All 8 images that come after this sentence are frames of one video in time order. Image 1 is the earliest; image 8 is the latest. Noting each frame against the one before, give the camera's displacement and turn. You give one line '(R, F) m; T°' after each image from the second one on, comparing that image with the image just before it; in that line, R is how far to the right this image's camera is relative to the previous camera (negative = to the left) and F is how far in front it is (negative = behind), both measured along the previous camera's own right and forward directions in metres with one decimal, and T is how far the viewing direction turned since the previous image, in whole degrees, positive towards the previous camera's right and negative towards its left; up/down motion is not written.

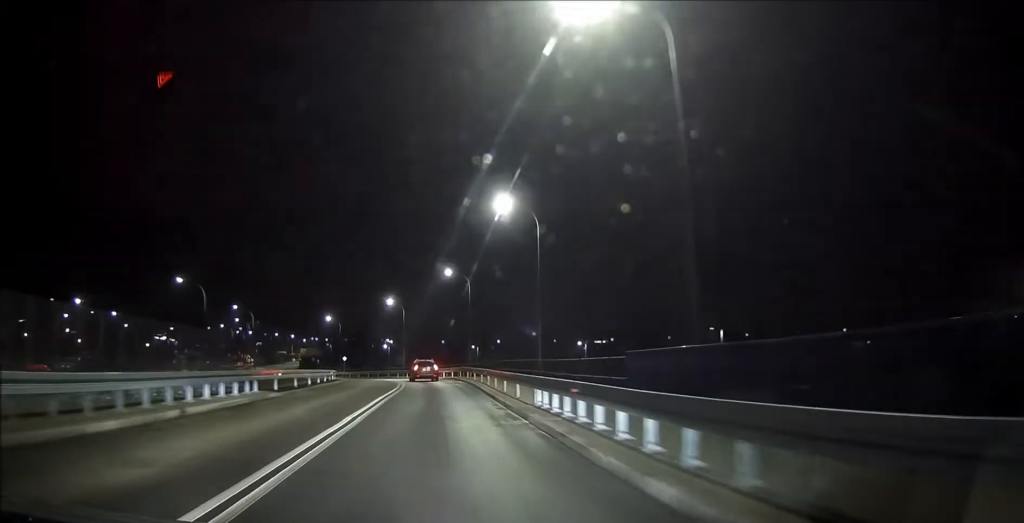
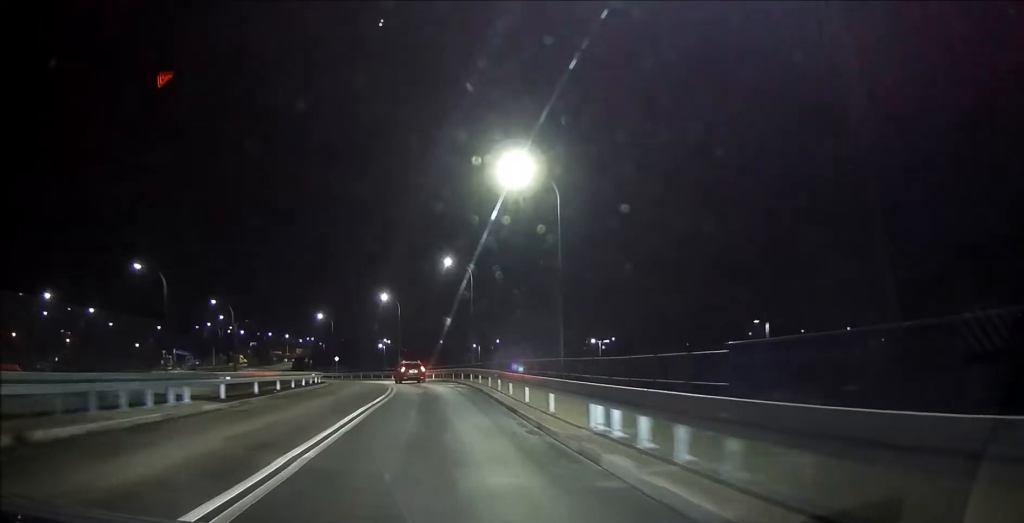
(0.0, +6.3) m; 0°
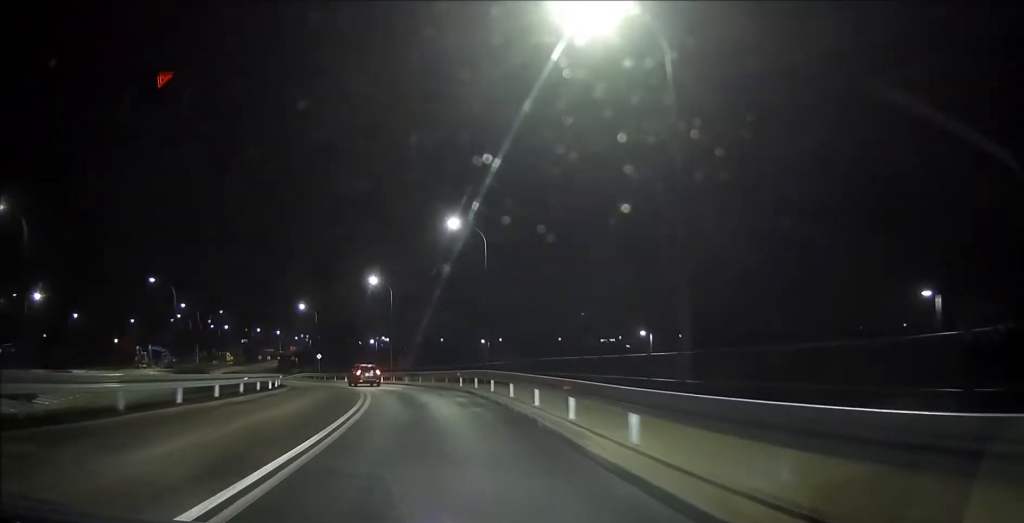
(0.0, +14.2) m; 0°
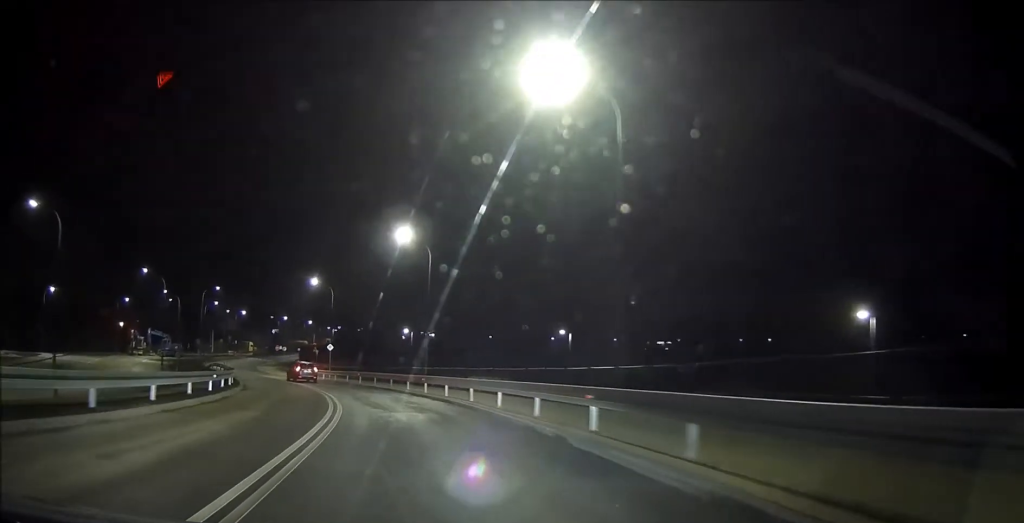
(-0.3, +22.1) m; -2°
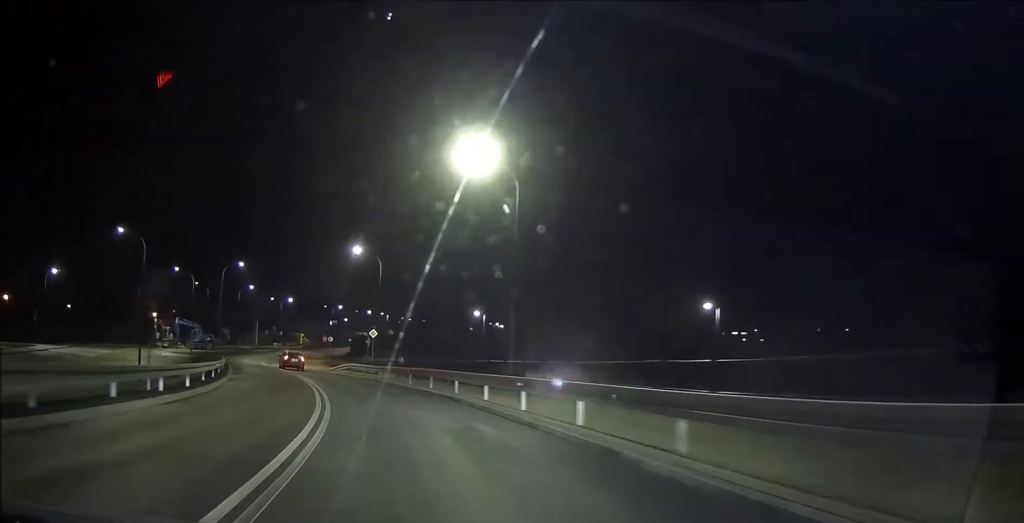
(-0.5, +15.9) m; -4°
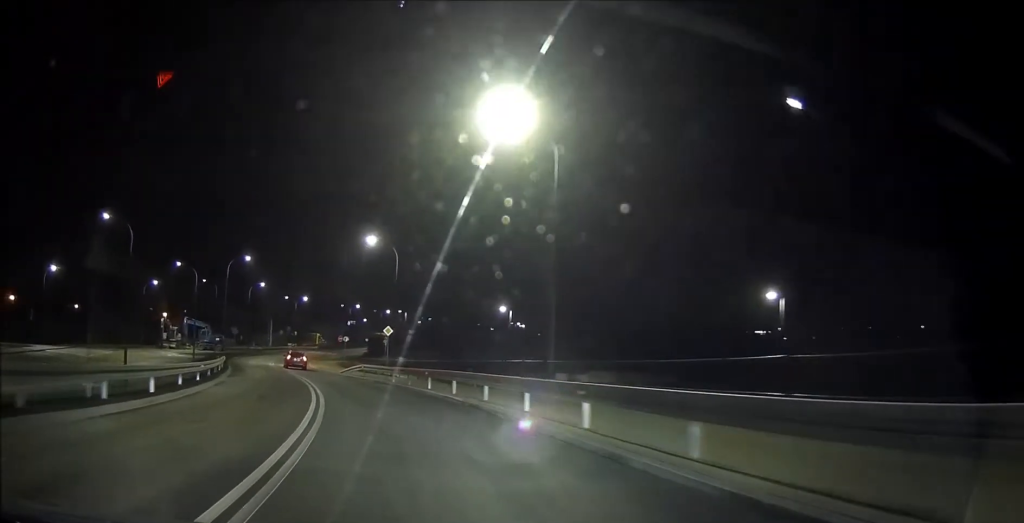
(0.0, +4.7) m; -2°
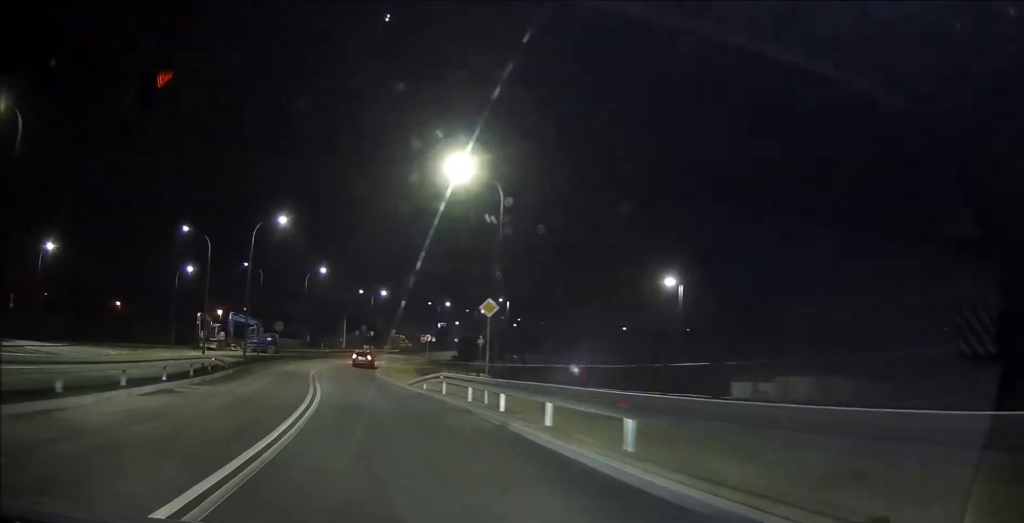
(-1.4, +18.7) m; -9°
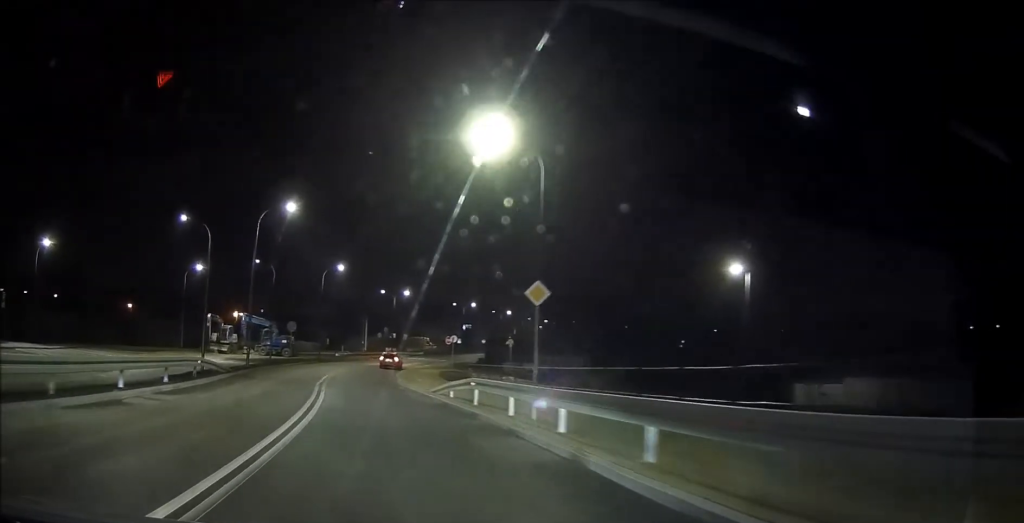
(0.0, +4.6) m; -2°
